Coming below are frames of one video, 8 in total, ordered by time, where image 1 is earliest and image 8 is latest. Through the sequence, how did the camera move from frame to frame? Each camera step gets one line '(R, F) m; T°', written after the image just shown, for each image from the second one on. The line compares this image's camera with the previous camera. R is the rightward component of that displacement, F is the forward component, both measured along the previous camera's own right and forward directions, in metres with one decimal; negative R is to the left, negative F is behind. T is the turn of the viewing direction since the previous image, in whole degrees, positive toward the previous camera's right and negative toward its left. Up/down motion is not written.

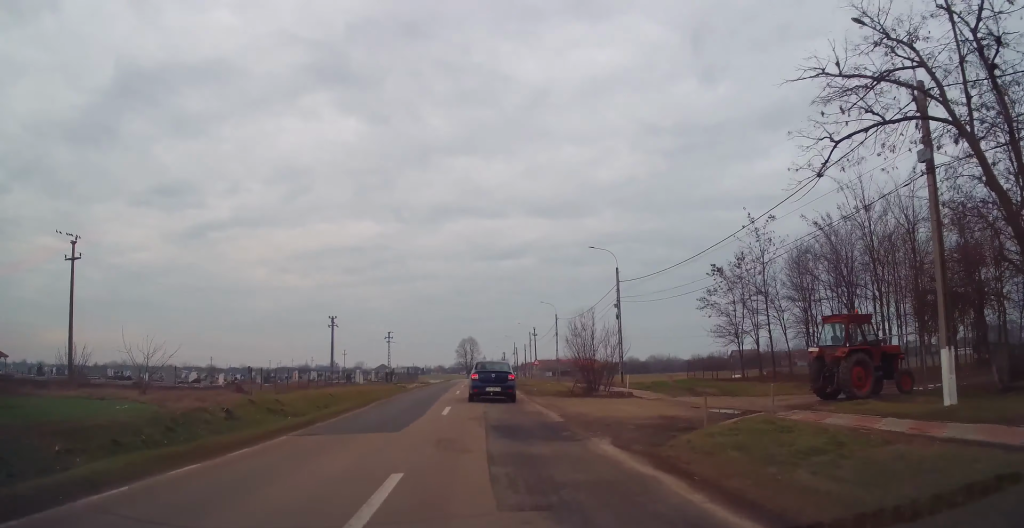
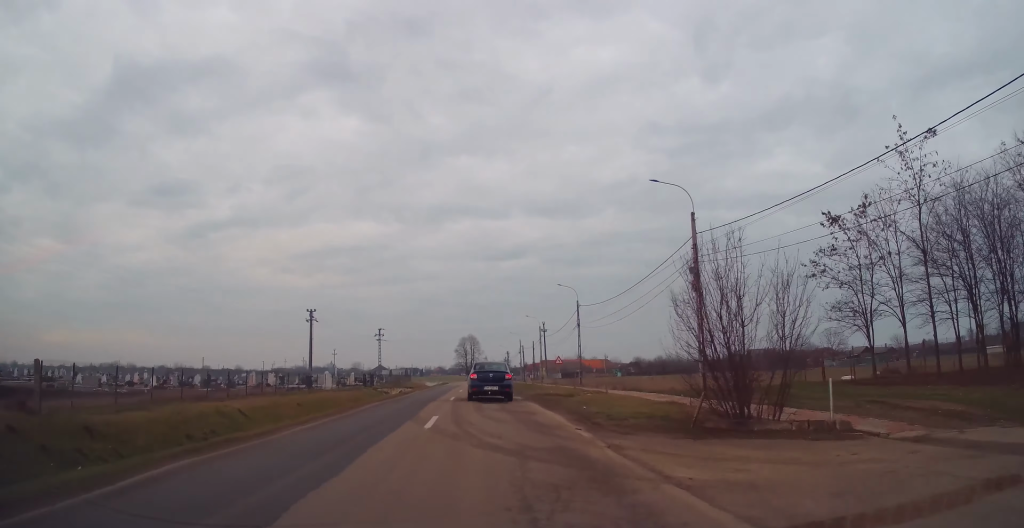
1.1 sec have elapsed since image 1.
(-0.5, +16.6) m; -1°
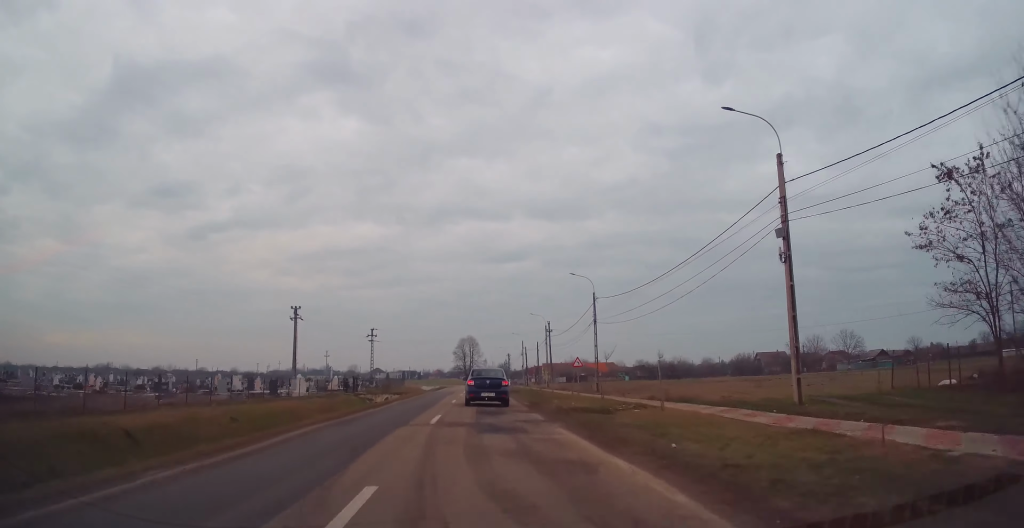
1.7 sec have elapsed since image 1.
(0.0, +9.0) m; +1°
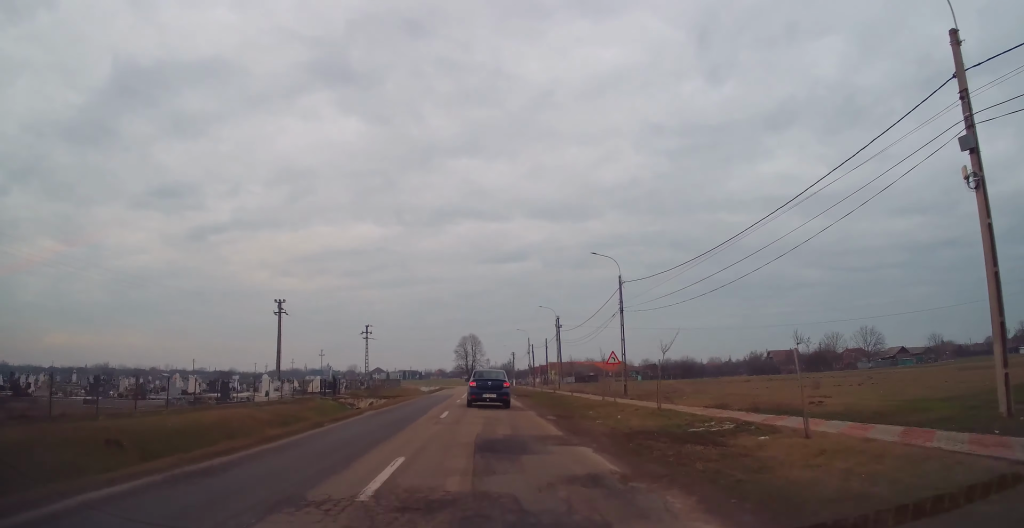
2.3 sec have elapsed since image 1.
(+0.2, +9.1) m; 0°
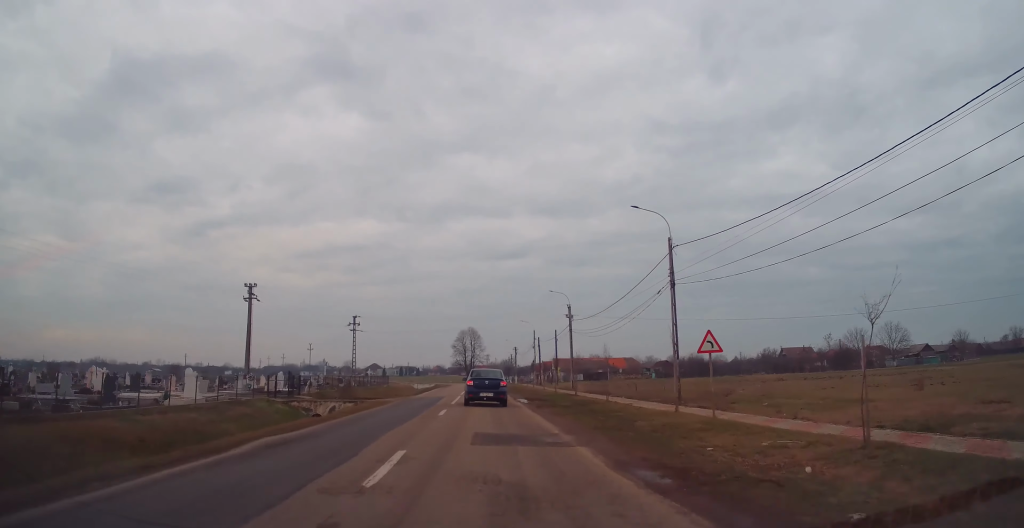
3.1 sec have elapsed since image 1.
(+0.2, +11.7) m; 0°
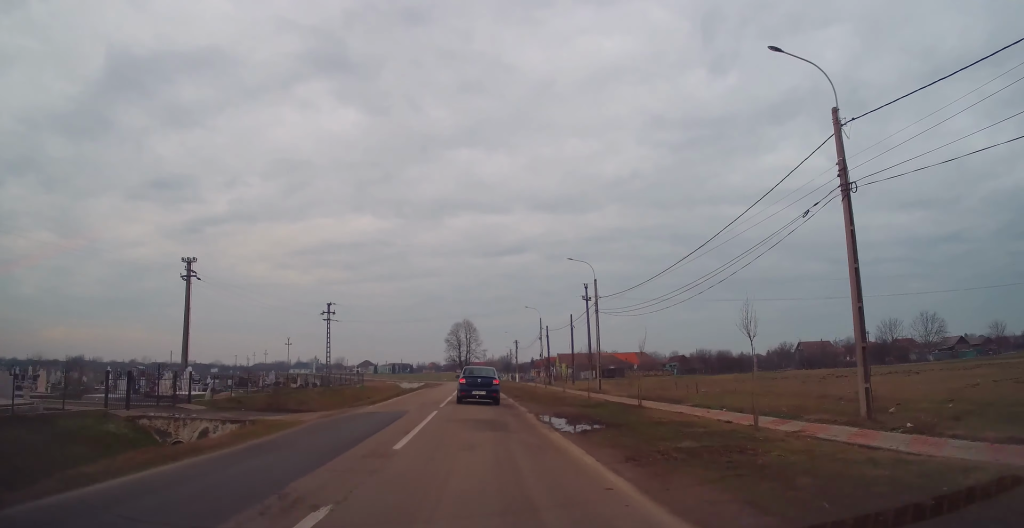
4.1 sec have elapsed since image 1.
(-0.5, +16.0) m; -2°
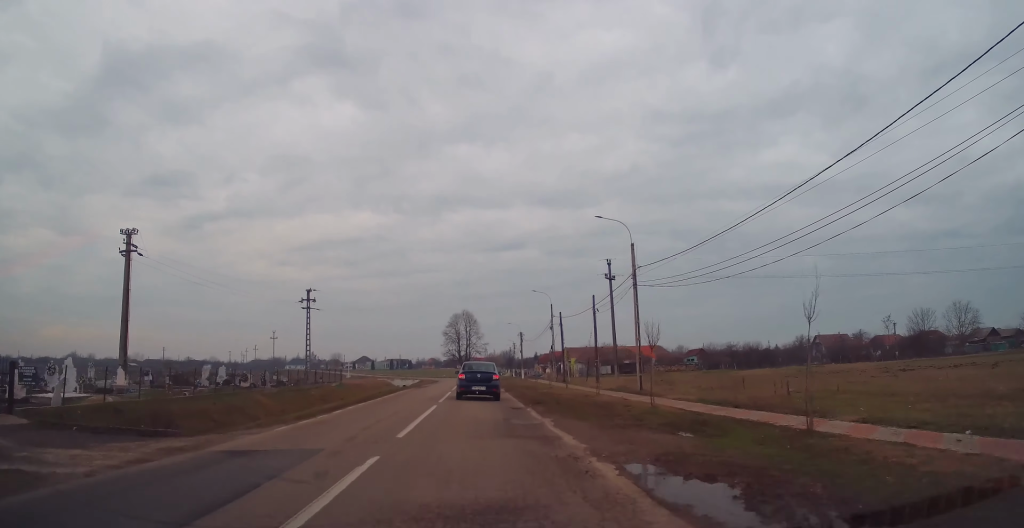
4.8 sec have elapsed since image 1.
(0.0, +11.6) m; 0°
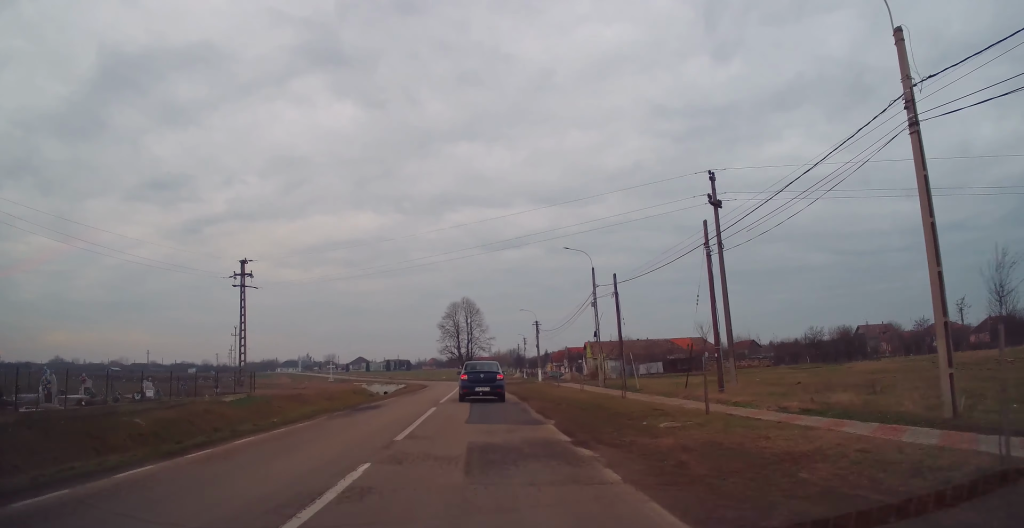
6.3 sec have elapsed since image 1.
(+0.4, +24.2) m; +2°
